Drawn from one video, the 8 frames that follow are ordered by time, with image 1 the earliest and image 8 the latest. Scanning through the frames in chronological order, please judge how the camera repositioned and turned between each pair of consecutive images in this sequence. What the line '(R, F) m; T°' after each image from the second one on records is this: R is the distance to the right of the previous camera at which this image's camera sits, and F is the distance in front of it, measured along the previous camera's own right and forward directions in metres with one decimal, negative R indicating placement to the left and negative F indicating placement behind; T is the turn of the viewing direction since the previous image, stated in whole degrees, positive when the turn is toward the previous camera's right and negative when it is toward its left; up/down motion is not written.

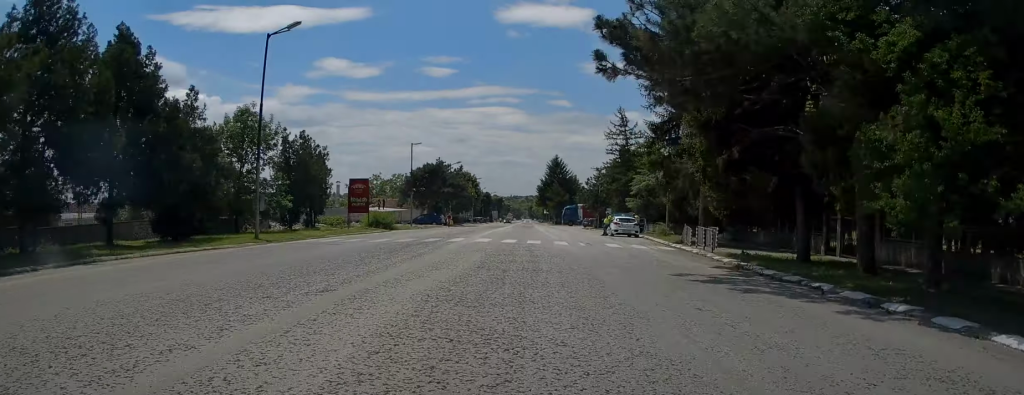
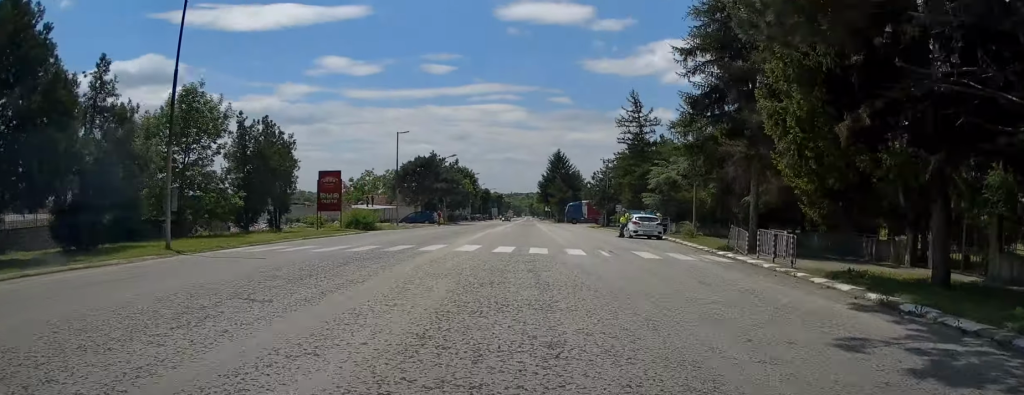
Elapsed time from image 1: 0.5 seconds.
(-0.1, +7.0) m; 0°
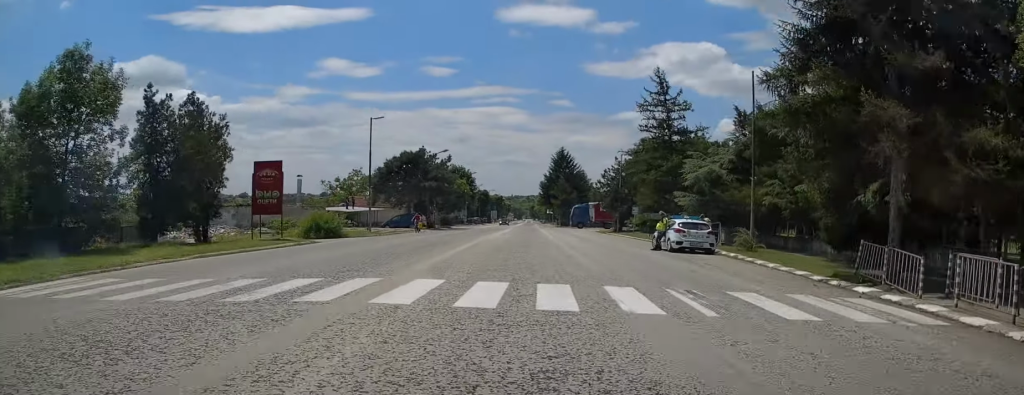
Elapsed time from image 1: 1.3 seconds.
(+0.2, +9.6) m; +1°
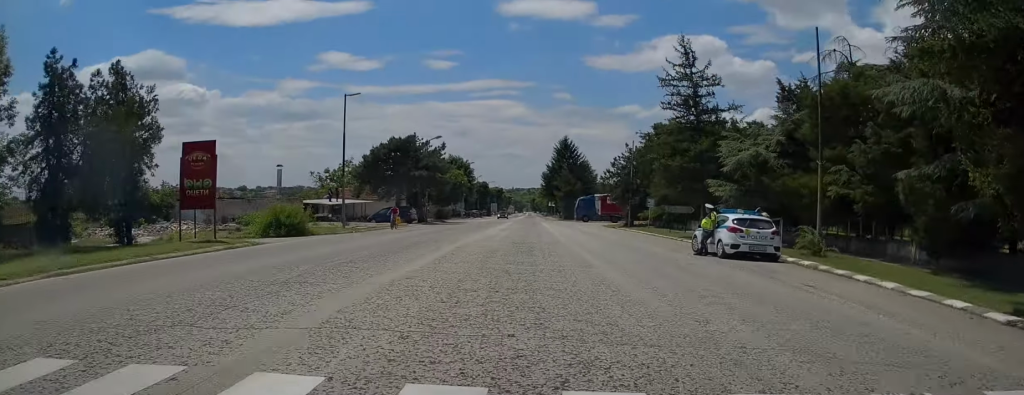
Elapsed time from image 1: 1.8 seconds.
(0.0, +6.5) m; -1°
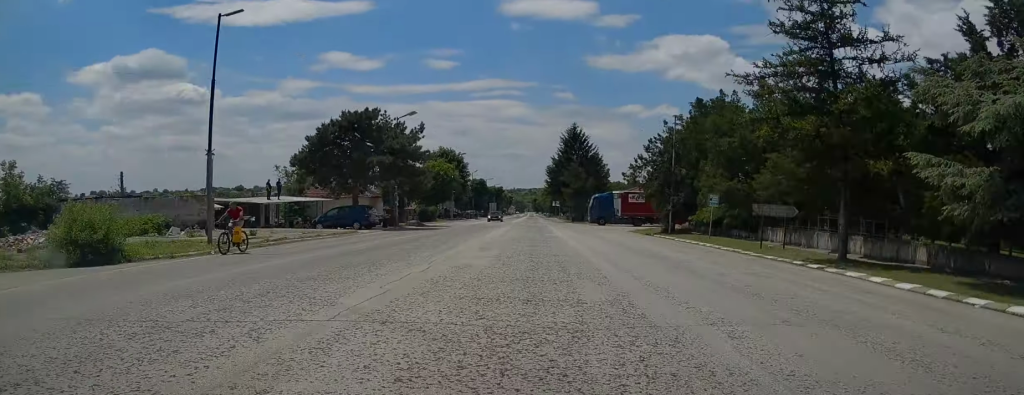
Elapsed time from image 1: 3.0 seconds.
(-0.3, +16.1) m; -1°
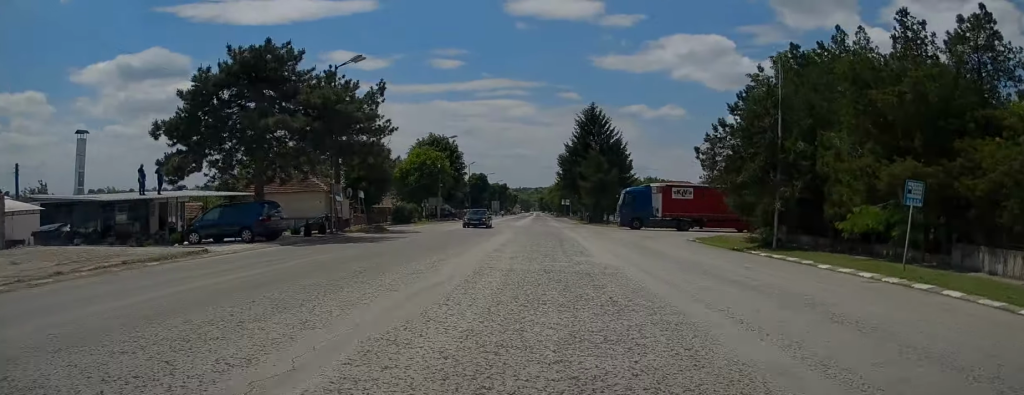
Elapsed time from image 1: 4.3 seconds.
(0.0, +17.6) m; +2°
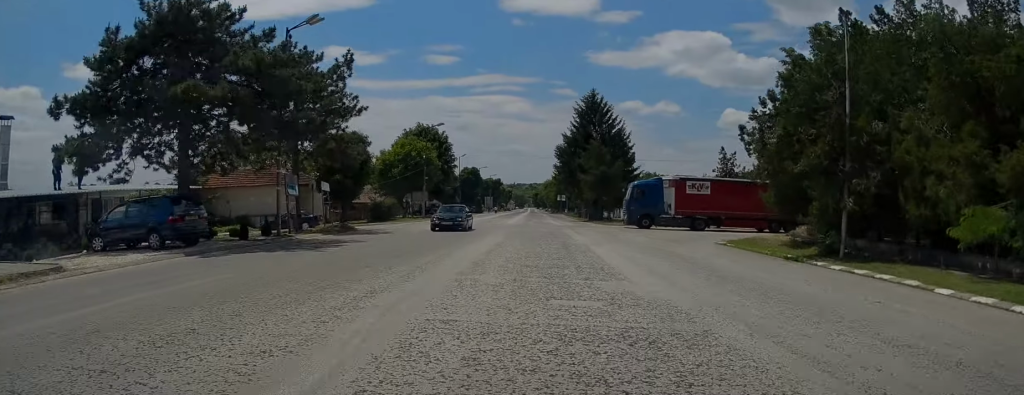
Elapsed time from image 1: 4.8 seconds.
(+0.2, +6.3) m; 0°
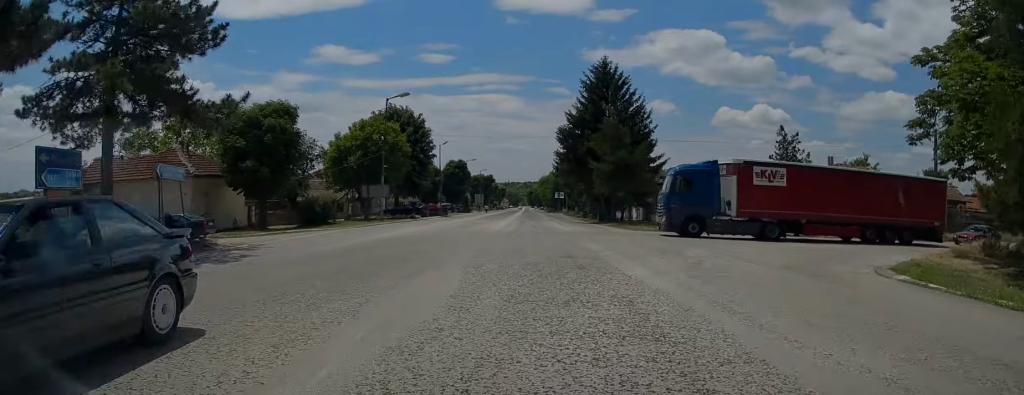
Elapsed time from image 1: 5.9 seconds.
(0.0, +15.5) m; 0°
